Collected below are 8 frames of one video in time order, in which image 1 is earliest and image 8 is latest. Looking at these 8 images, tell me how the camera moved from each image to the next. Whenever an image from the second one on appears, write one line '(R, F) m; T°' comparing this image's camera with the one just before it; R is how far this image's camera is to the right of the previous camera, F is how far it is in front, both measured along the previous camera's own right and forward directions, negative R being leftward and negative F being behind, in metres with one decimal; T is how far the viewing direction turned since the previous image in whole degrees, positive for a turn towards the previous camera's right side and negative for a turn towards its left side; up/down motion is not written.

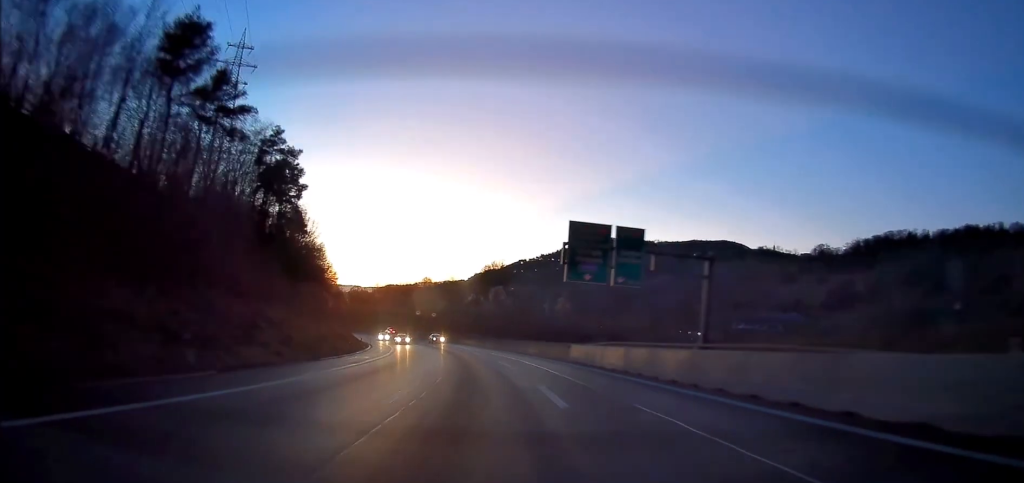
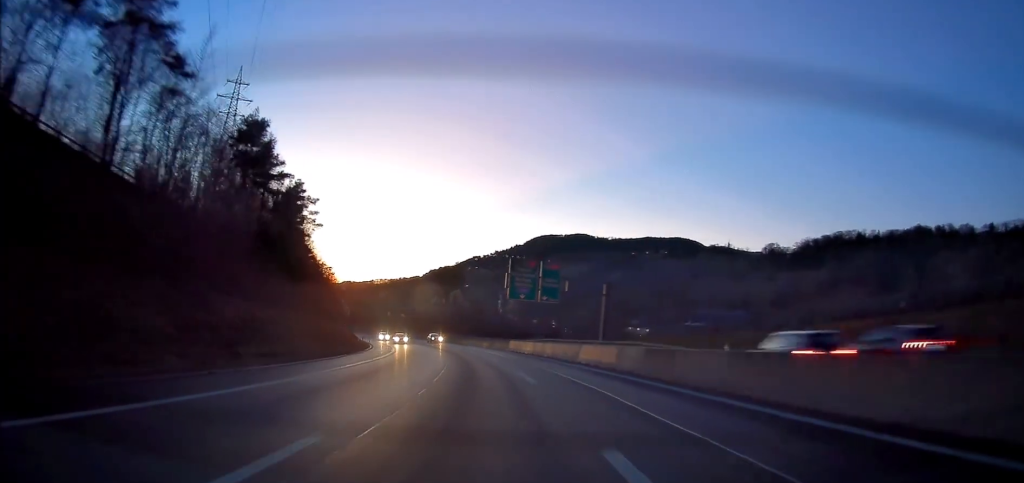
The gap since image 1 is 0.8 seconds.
(+1.0, +24.8) m; +4°
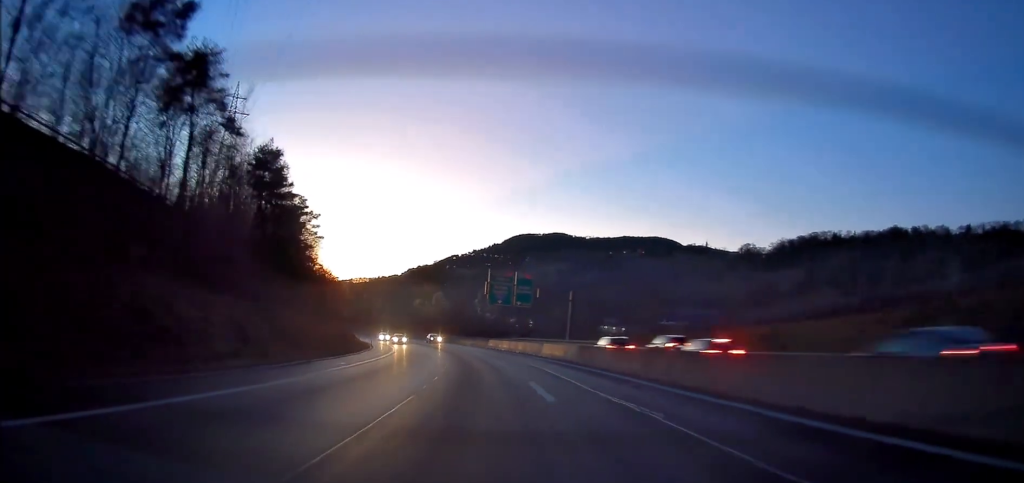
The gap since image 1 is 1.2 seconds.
(-0.1, +11.9) m; +2°
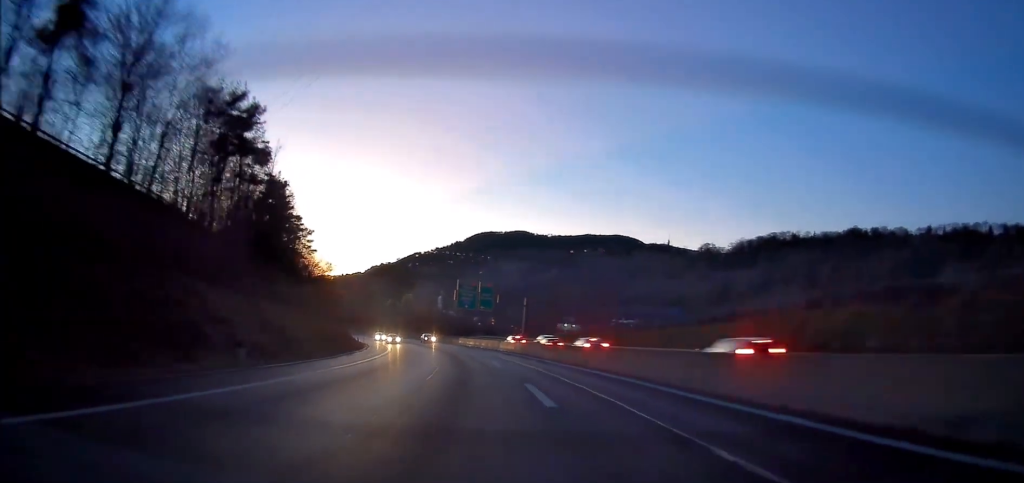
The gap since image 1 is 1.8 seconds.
(+0.3, +17.9) m; +3°
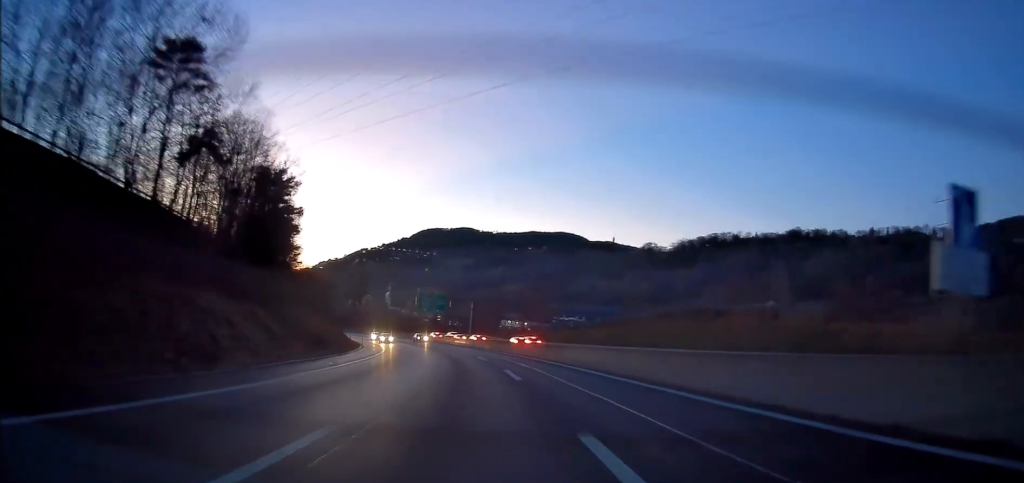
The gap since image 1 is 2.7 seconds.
(+1.2, +25.8) m; +5°
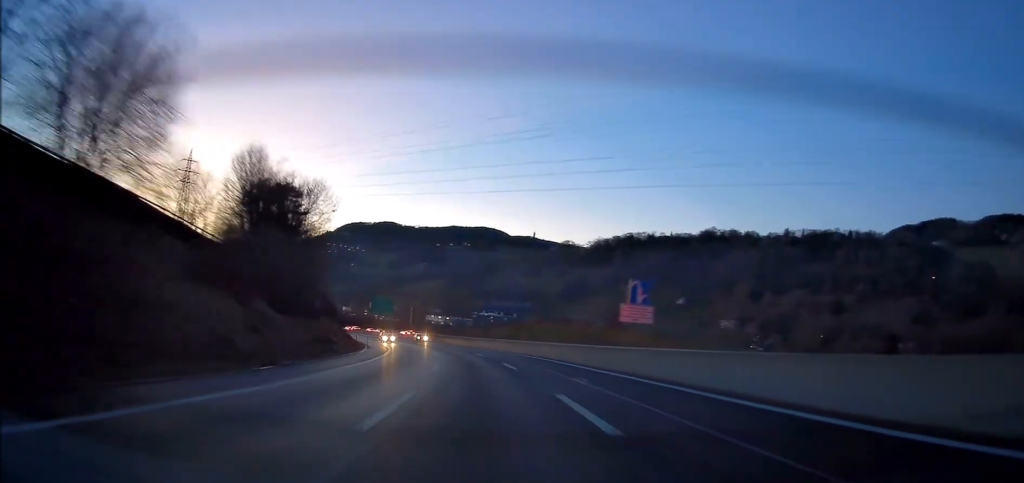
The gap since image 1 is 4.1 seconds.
(+3.3, +42.6) m; +8°
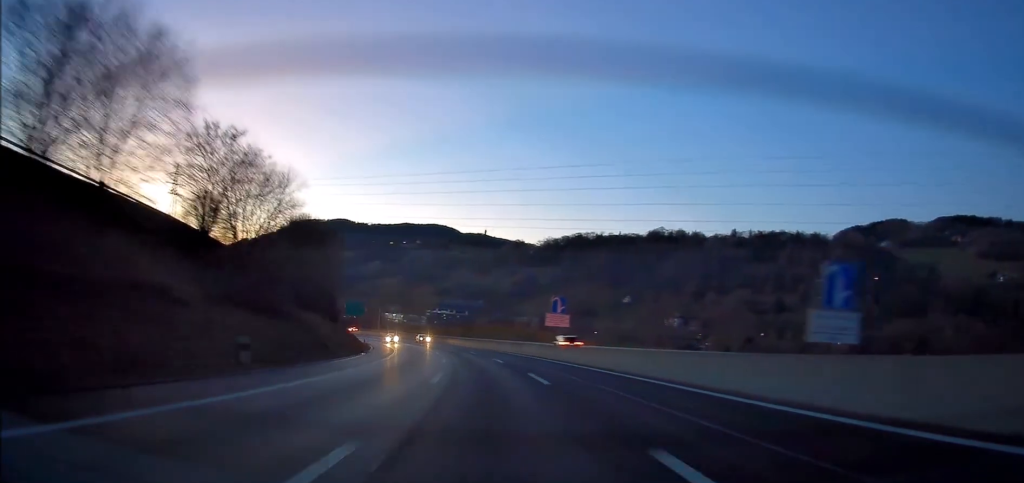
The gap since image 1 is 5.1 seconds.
(+1.2, +27.9) m; +5°
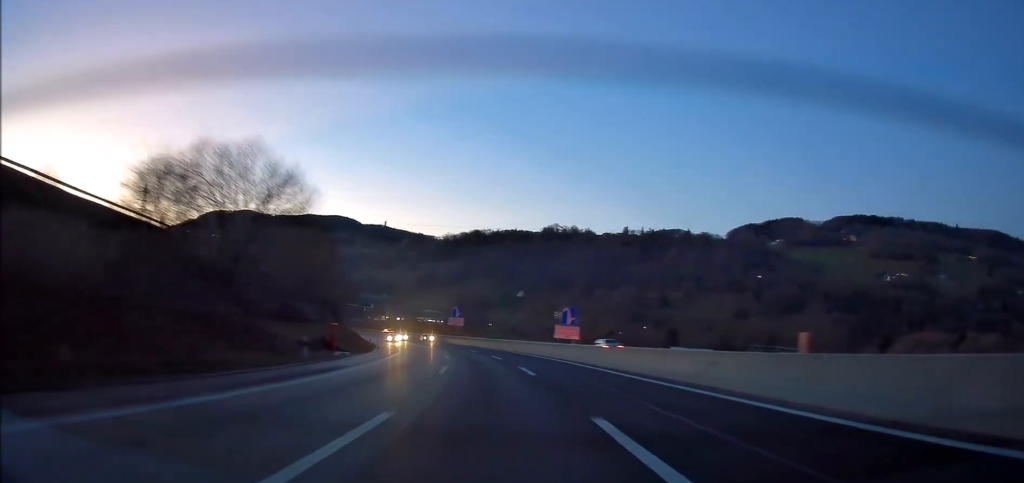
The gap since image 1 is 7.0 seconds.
(+4.9, +58.0) m; +10°
